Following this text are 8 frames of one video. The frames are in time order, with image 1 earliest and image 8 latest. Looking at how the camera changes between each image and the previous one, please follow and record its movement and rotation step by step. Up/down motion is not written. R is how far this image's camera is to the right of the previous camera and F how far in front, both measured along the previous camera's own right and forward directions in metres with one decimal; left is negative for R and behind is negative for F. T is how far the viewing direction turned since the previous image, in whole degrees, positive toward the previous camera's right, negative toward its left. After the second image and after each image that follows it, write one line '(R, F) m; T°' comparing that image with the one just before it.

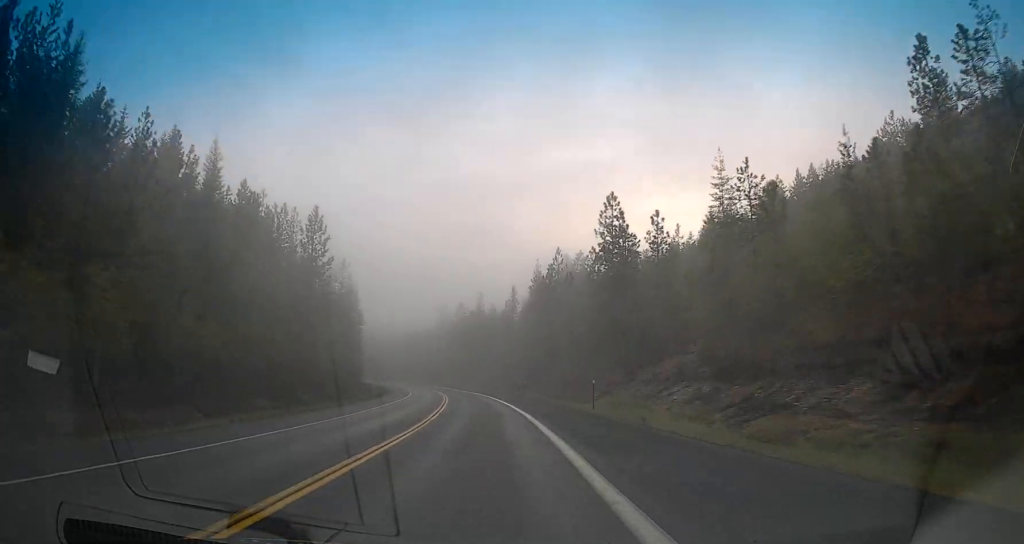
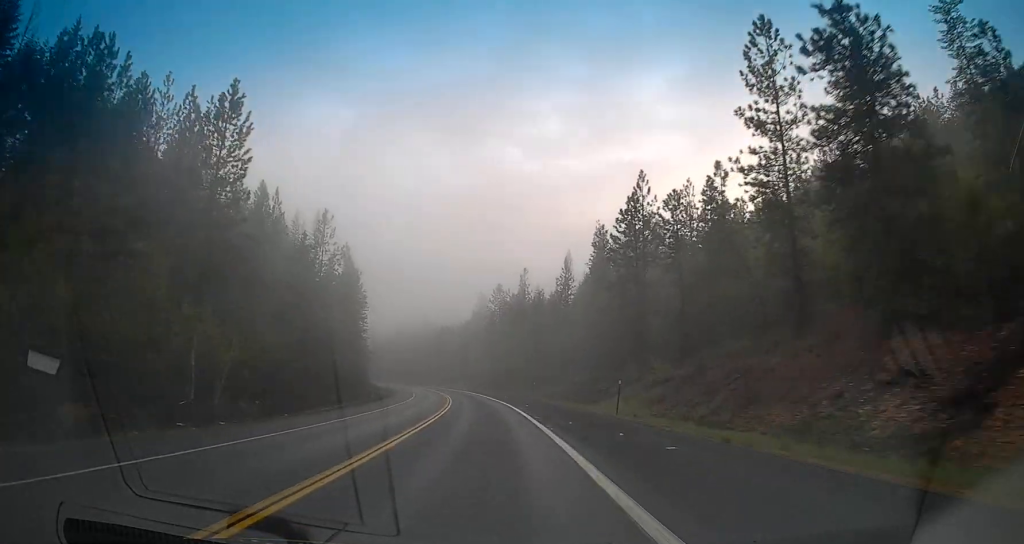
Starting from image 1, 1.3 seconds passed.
(-2.4, +34.9) m; -6°
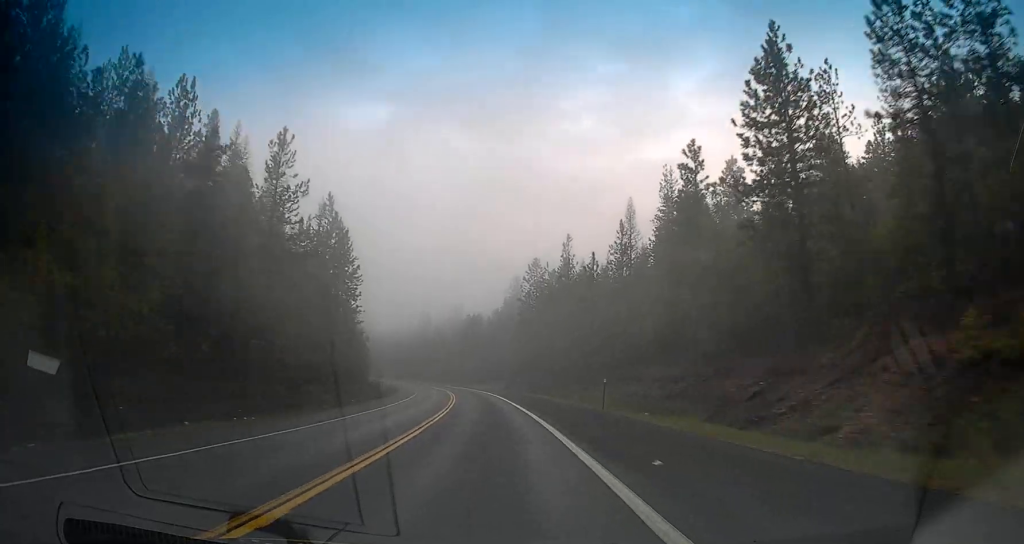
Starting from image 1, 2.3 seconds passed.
(-0.6, +26.9) m; -2°
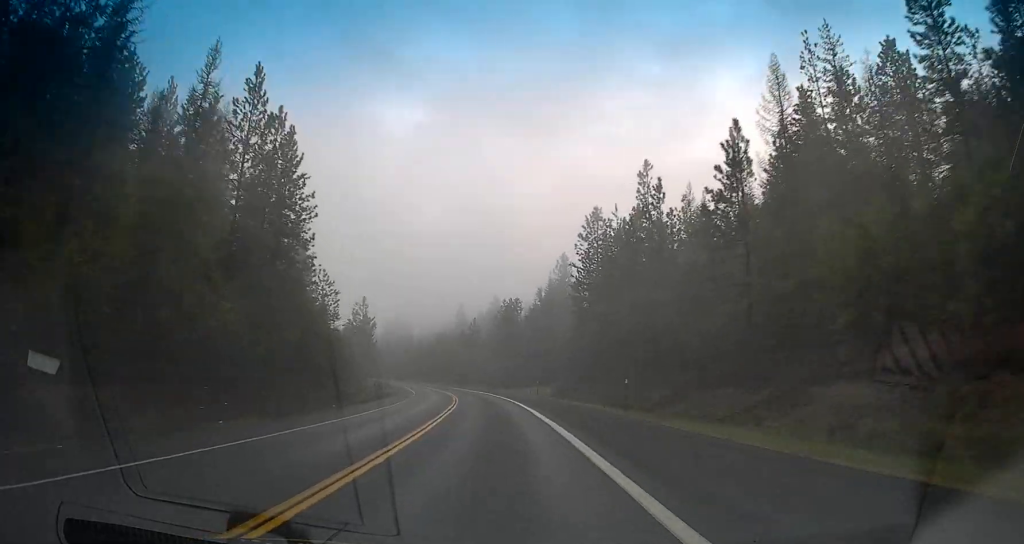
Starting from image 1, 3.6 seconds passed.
(-1.0, +33.9) m; -4°
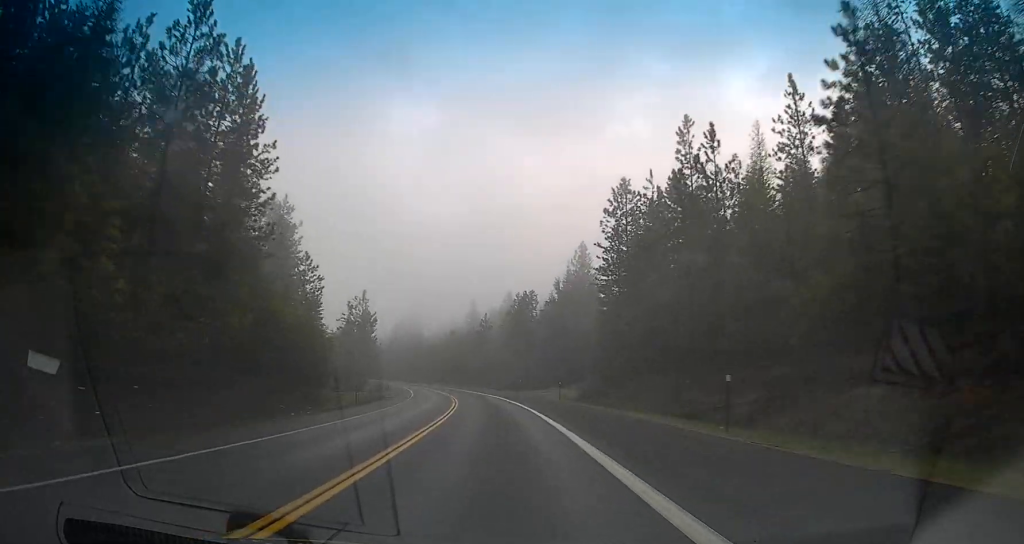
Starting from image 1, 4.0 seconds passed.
(-0.2, +11.6) m; -2°
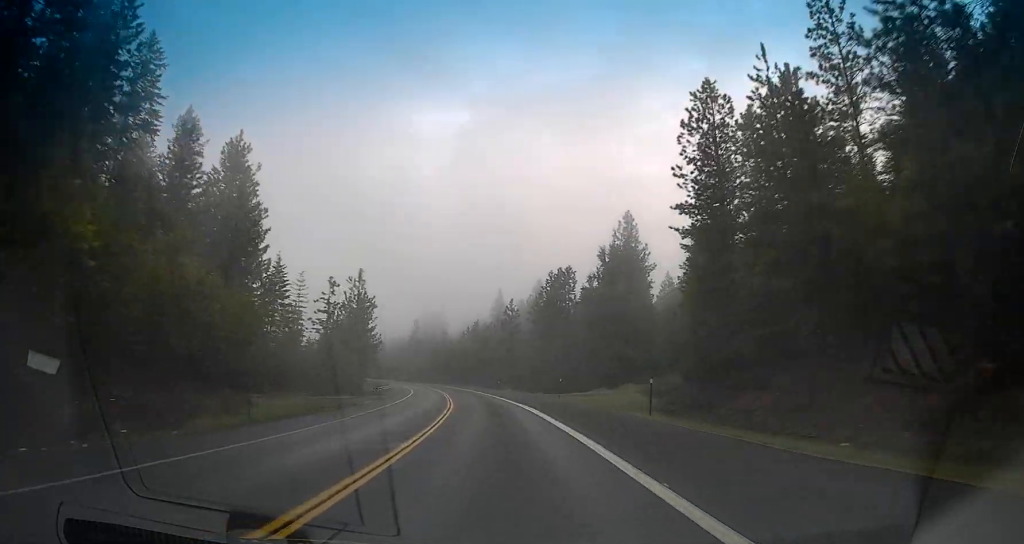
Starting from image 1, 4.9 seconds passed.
(-0.5, +23.2) m; -2°
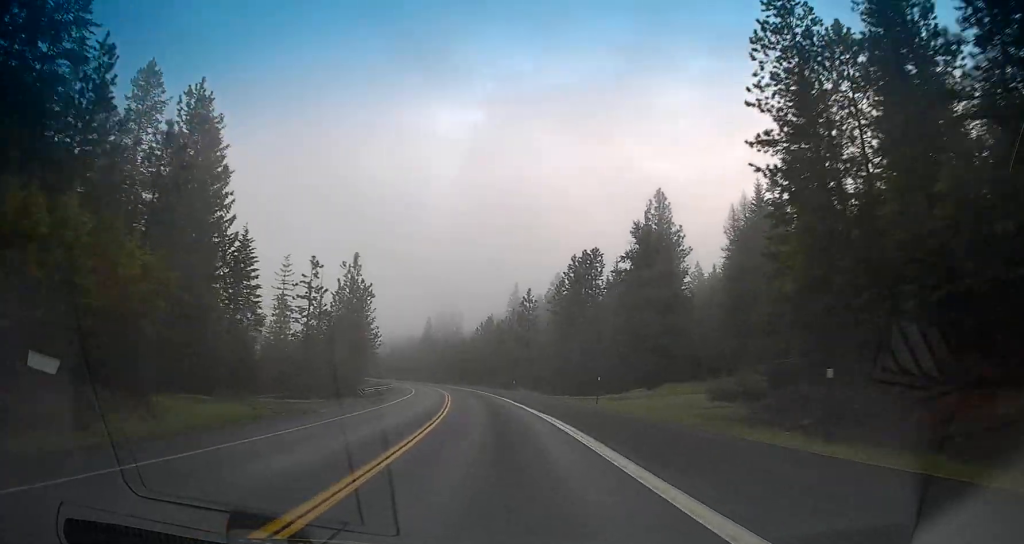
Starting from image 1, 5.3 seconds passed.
(-0.3, +12.5) m; -1°
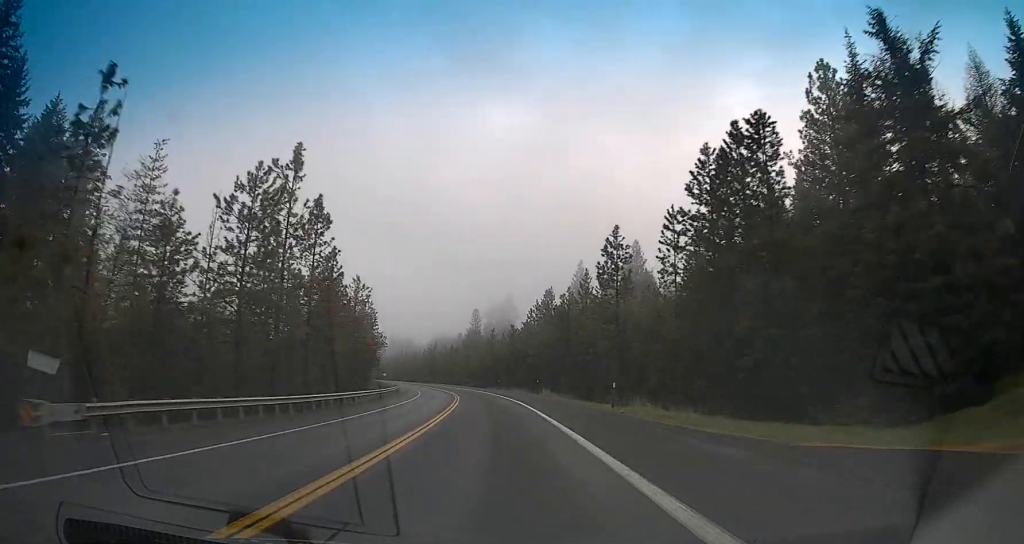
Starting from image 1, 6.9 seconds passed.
(-0.7, +42.0) m; -3°
